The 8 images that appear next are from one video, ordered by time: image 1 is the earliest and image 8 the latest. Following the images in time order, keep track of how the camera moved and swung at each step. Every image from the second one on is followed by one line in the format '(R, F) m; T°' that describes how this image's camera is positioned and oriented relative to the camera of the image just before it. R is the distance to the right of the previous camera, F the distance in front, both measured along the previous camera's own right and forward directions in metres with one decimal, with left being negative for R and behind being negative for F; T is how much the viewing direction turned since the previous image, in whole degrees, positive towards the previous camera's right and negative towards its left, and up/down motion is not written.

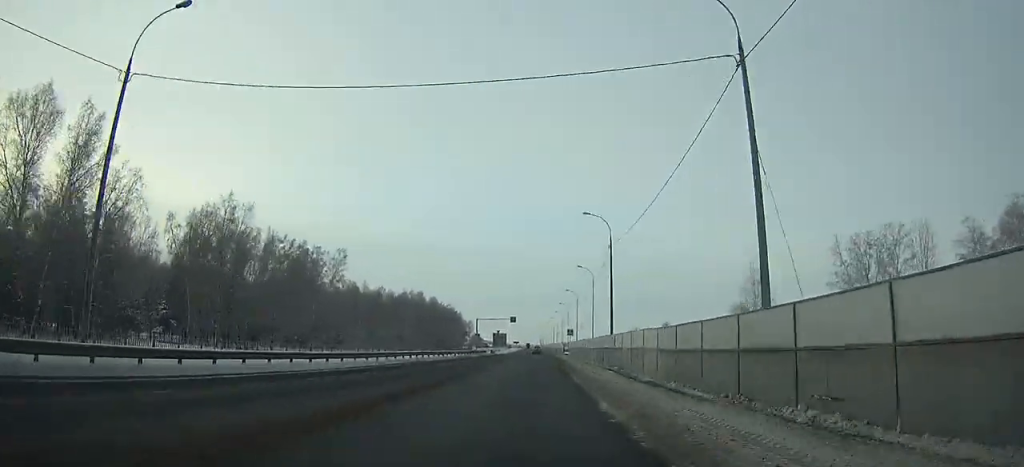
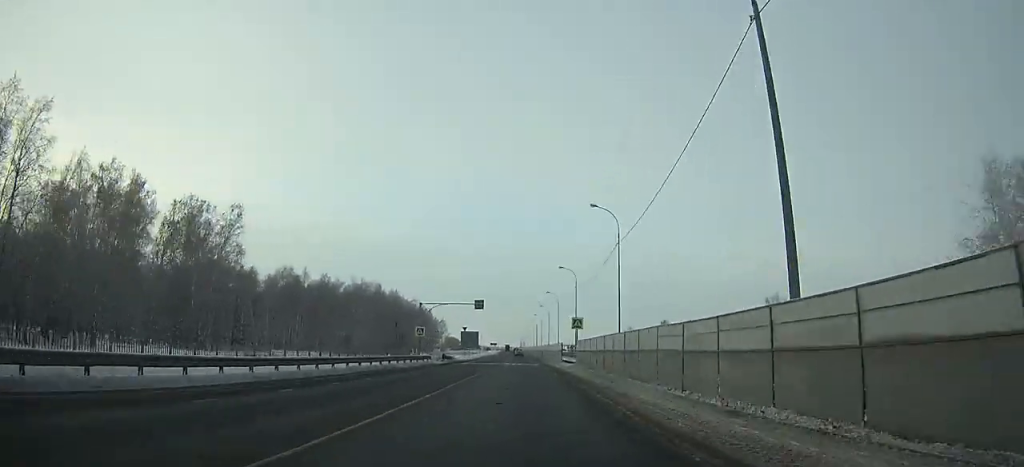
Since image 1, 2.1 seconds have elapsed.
(+1.1, +36.3) m; +2°
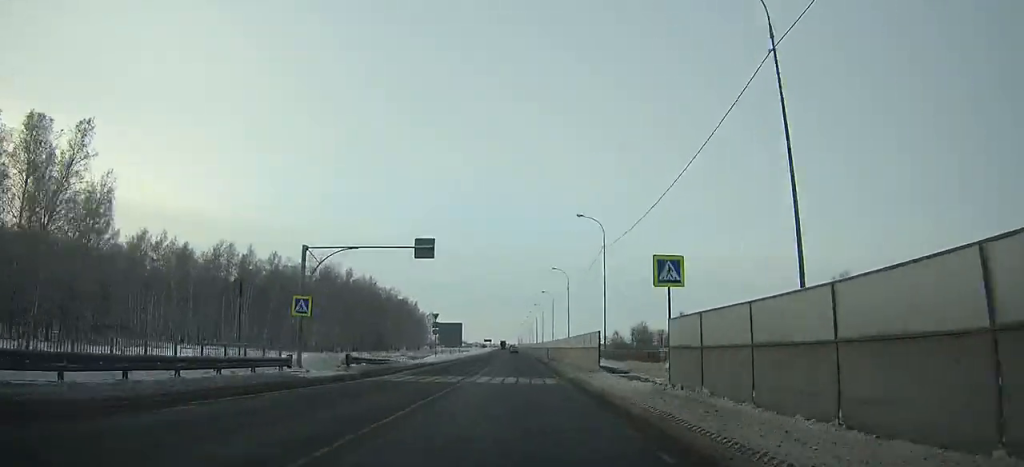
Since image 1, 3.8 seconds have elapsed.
(0.0, +30.9) m; 0°
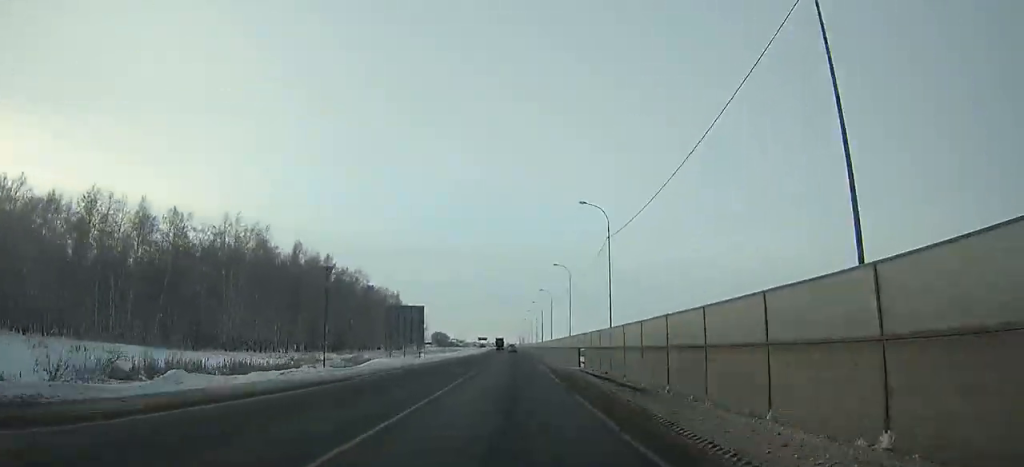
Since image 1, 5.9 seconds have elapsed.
(0.0, +38.9) m; 0°
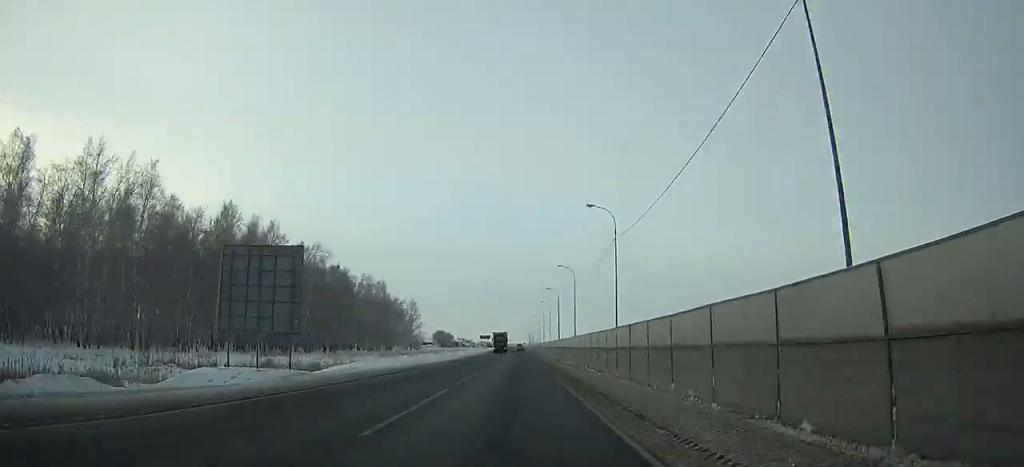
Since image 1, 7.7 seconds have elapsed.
(-0.2, +34.2) m; 0°
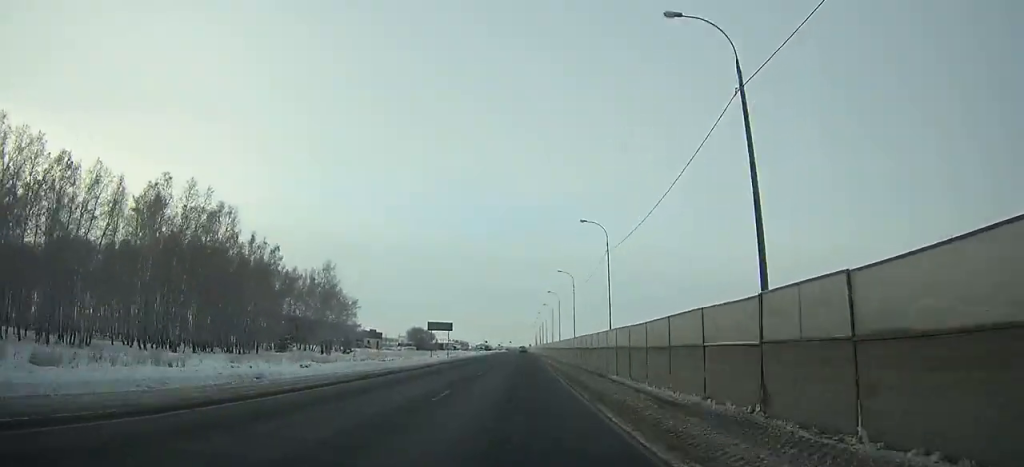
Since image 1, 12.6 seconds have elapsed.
(-0.5, +97.4) m; 0°
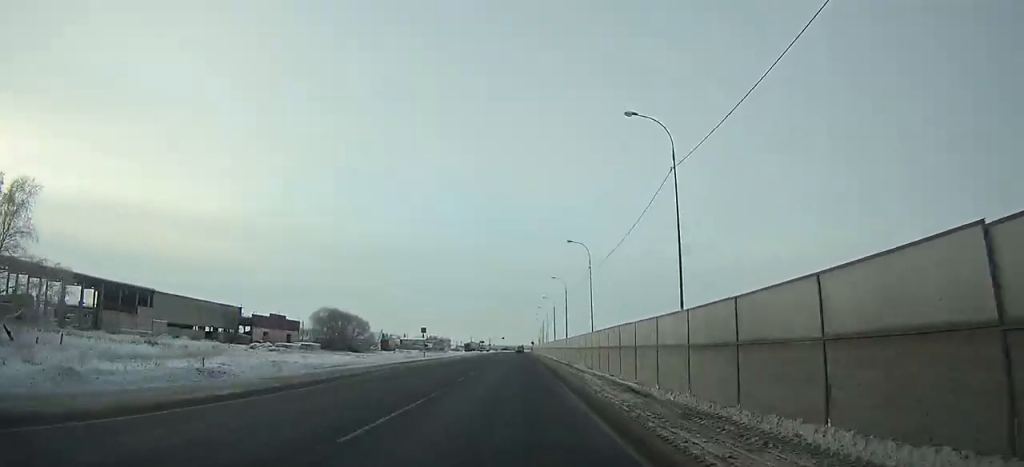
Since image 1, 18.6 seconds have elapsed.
(-0.1, +123.6) m; 0°
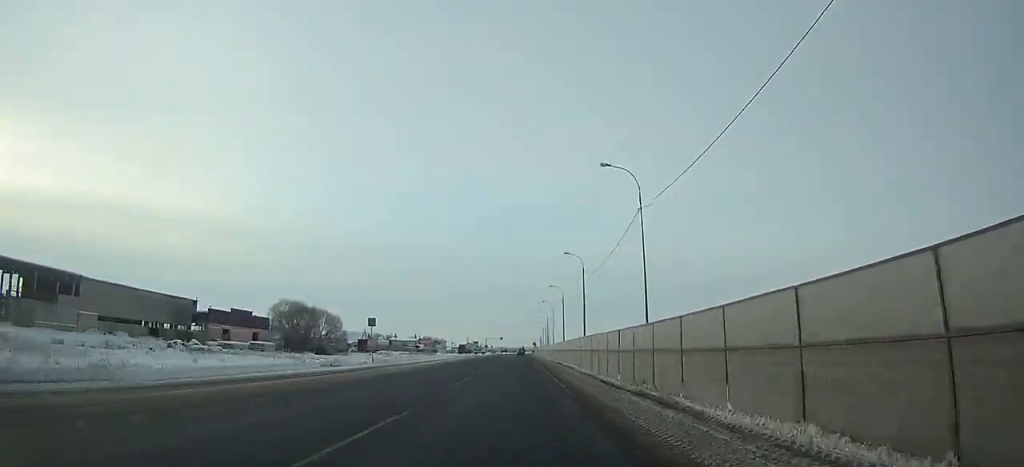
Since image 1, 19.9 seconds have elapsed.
(0.0, +27.0) m; 0°
